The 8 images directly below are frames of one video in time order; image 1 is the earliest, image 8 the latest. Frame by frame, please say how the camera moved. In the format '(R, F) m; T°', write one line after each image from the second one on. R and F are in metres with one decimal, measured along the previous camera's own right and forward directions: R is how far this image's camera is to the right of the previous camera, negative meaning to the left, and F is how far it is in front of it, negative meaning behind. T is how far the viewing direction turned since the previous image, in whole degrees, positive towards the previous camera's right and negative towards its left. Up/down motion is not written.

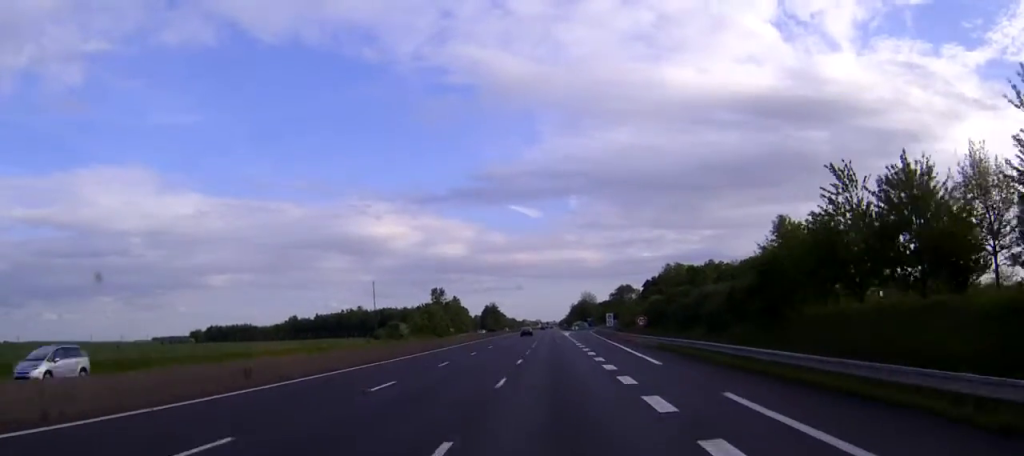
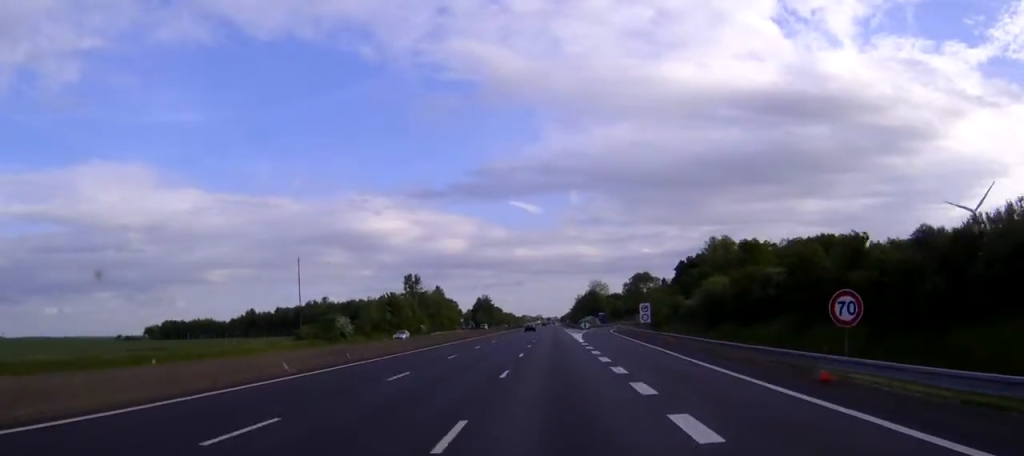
(-0.1, +49.5) m; 0°
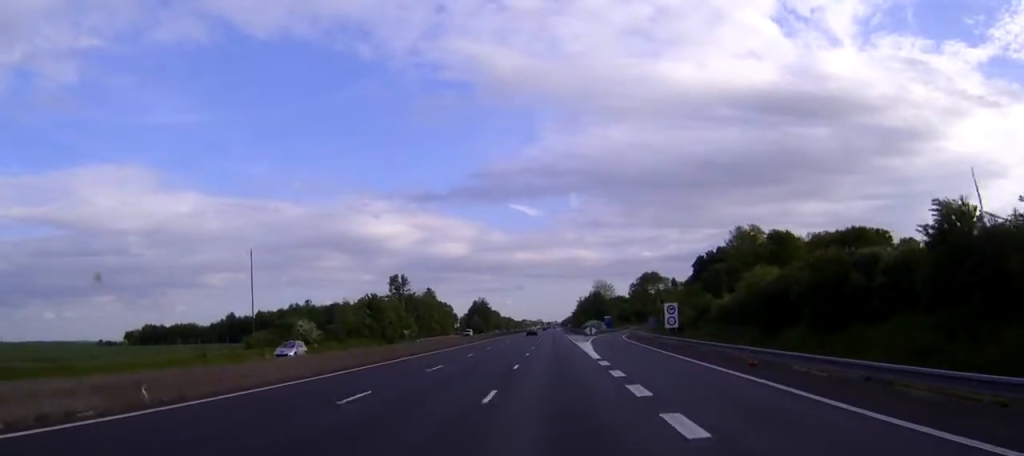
(0.0, +18.7) m; 0°
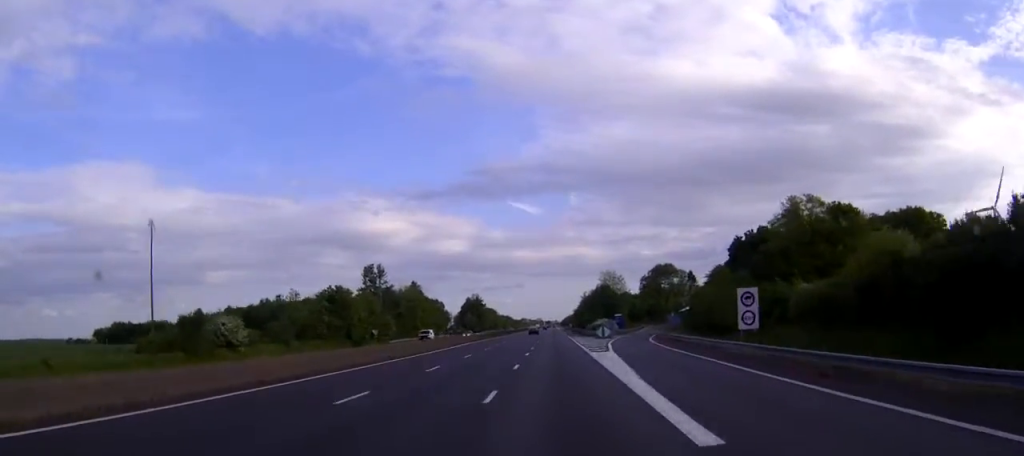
(0.0, +26.3) m; 0°
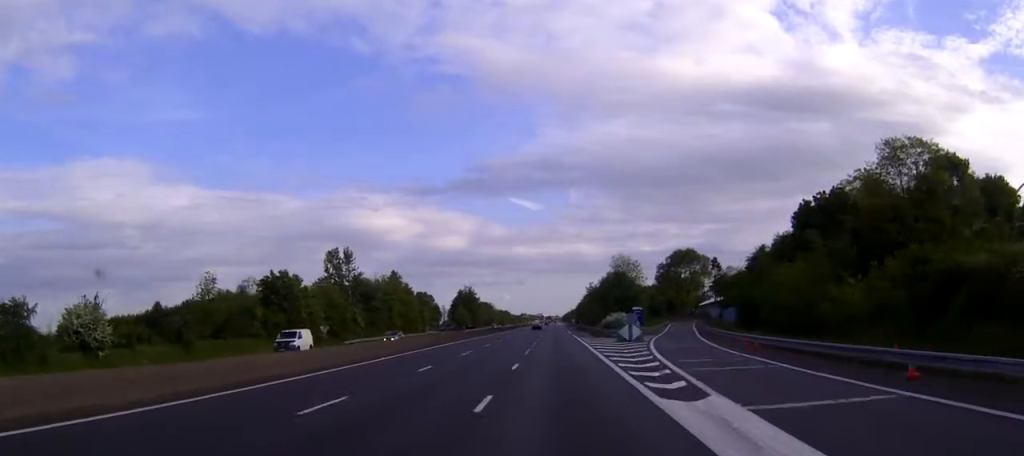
(0.0, +28.2) m; 0°
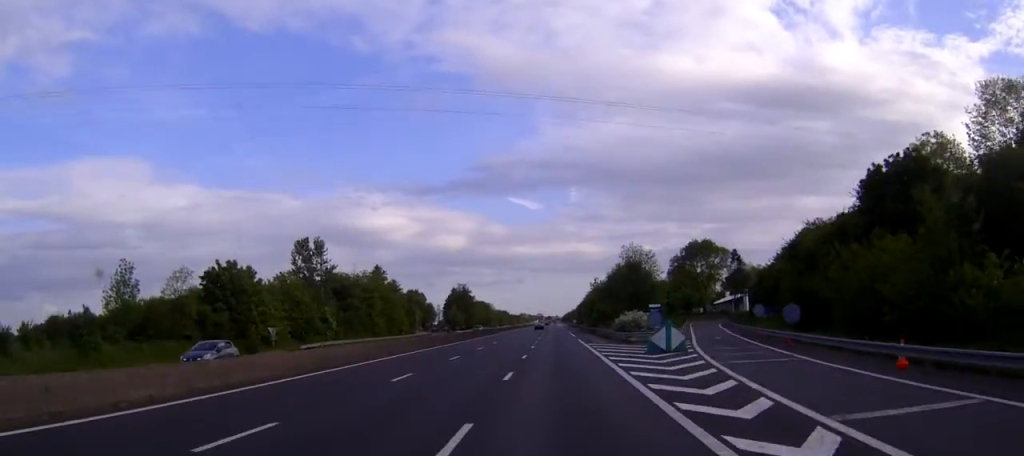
(0.0, +17.8) m; 0°
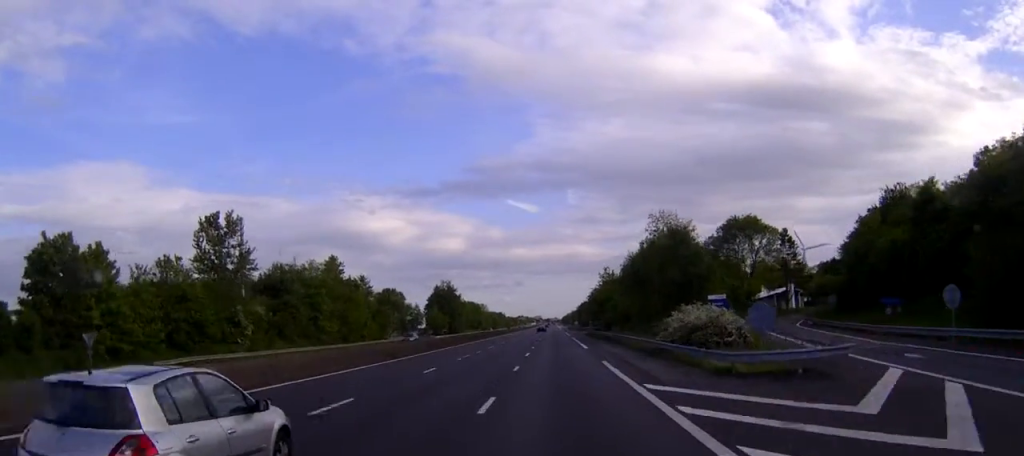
(+0.1, +33.7) m; 0°
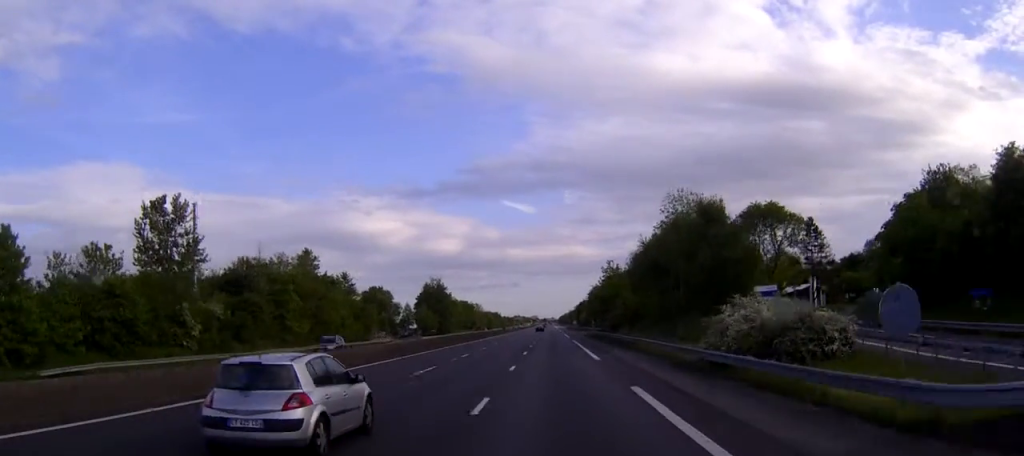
(0.0, +13.1) m; 0°
